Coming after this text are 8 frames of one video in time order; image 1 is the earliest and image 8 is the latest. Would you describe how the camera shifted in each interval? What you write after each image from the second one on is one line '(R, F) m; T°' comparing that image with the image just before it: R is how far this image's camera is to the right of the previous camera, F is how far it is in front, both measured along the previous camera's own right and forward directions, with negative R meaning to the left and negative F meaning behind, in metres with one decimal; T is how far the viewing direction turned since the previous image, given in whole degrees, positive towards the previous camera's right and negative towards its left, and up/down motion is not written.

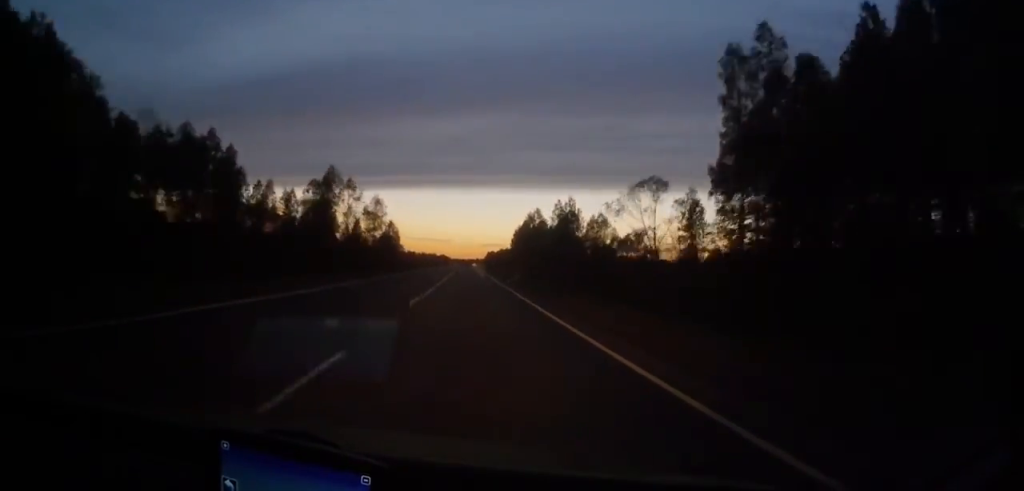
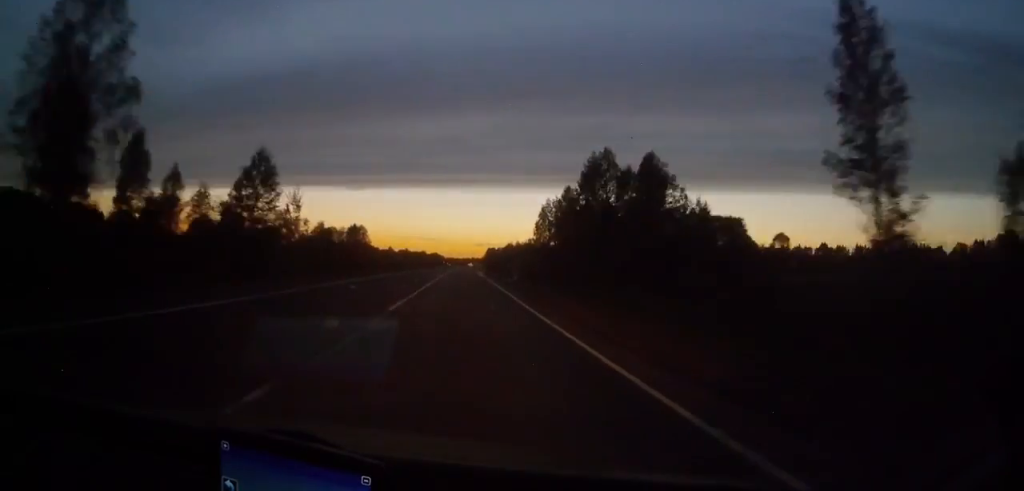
(+0.3, +95.9) m; 0°
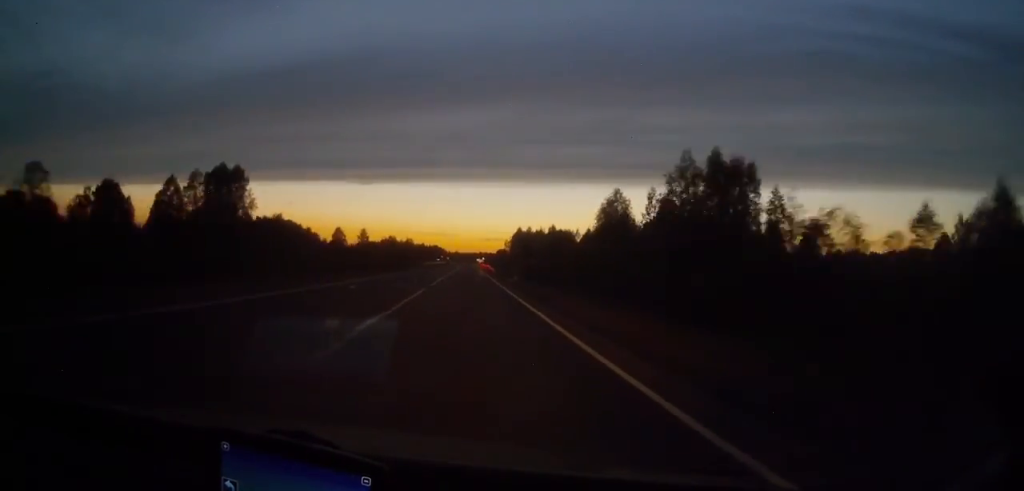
(+0.2, +190.4) m; 0°
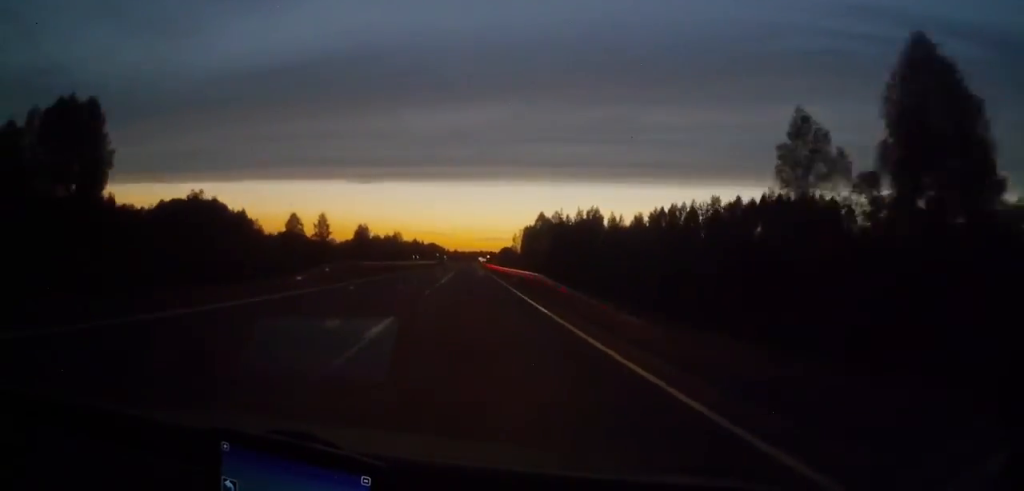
(0.0, +61.9) m; 0°
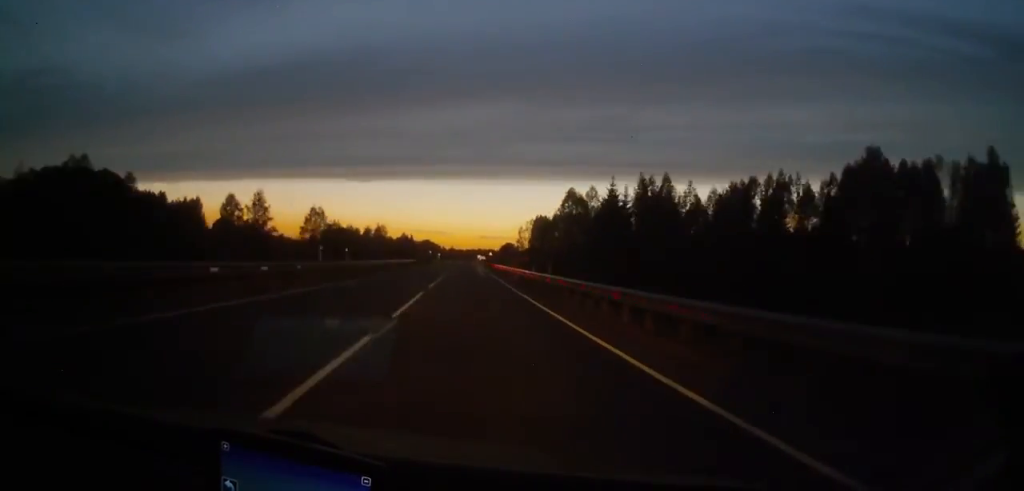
(0.0, +45.7) m; 0°
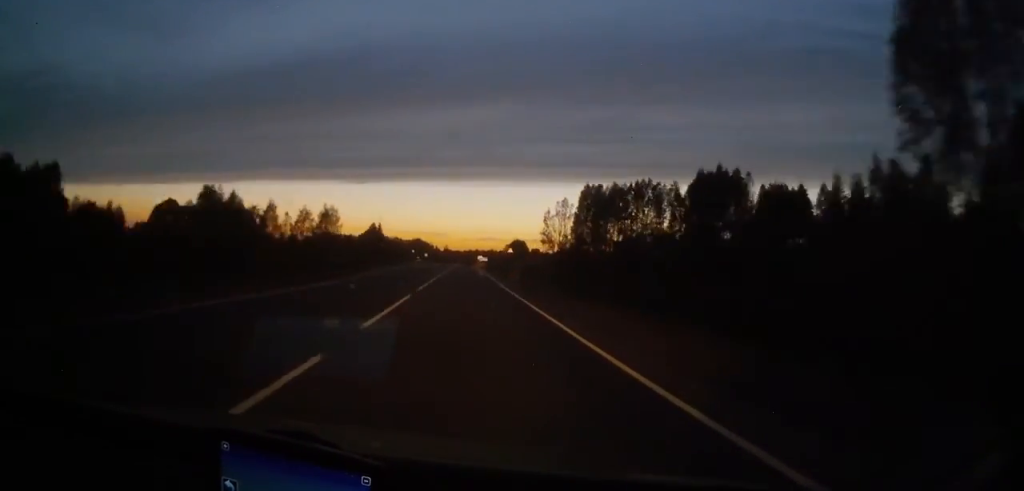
(-0.2, +86.9) m; 0°
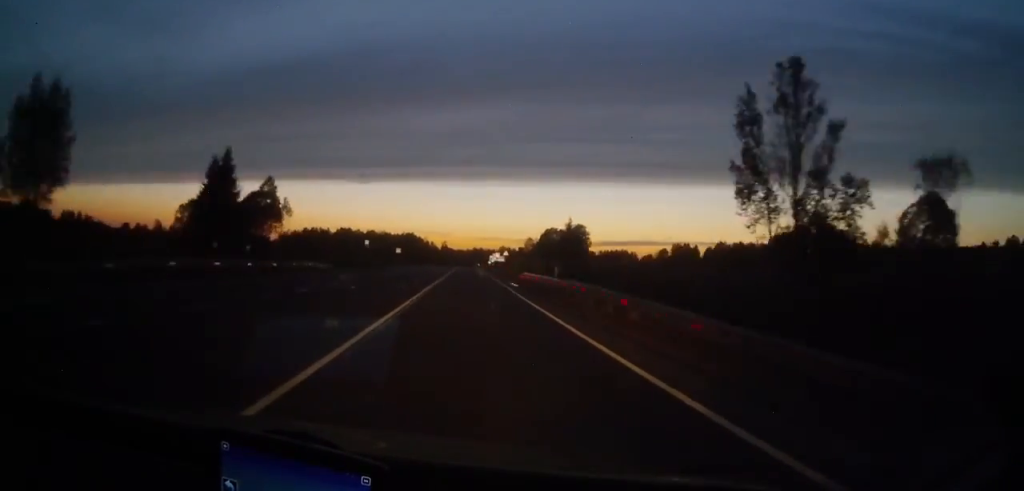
(-0.2, +110.4) m; 0°
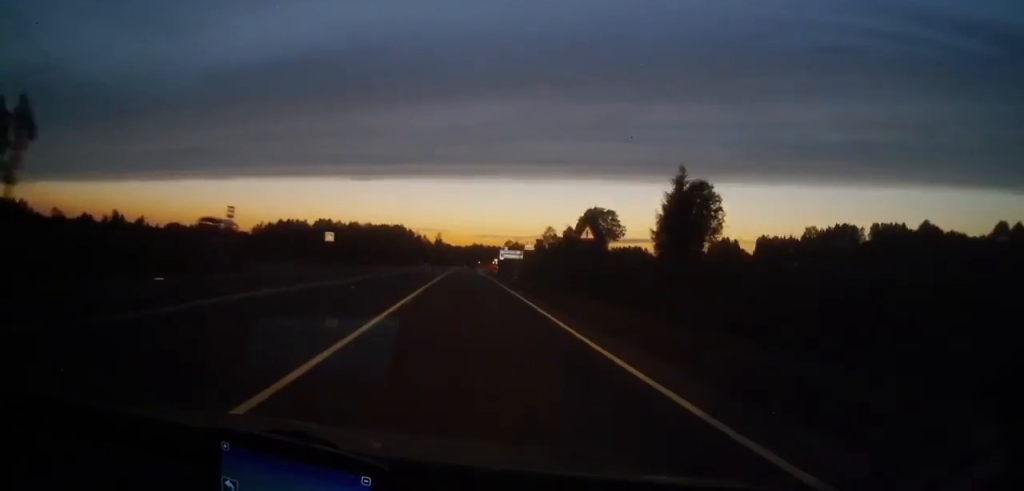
(+0.1, +64.8) m; 0°
